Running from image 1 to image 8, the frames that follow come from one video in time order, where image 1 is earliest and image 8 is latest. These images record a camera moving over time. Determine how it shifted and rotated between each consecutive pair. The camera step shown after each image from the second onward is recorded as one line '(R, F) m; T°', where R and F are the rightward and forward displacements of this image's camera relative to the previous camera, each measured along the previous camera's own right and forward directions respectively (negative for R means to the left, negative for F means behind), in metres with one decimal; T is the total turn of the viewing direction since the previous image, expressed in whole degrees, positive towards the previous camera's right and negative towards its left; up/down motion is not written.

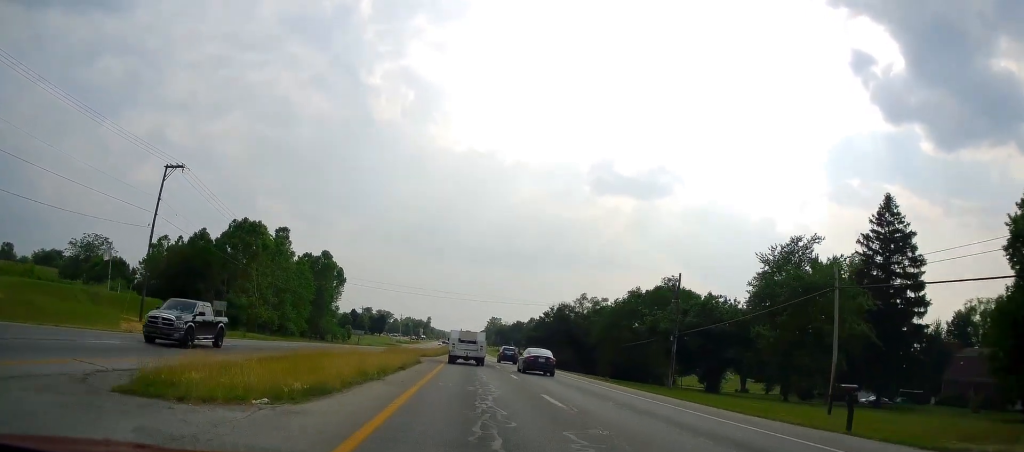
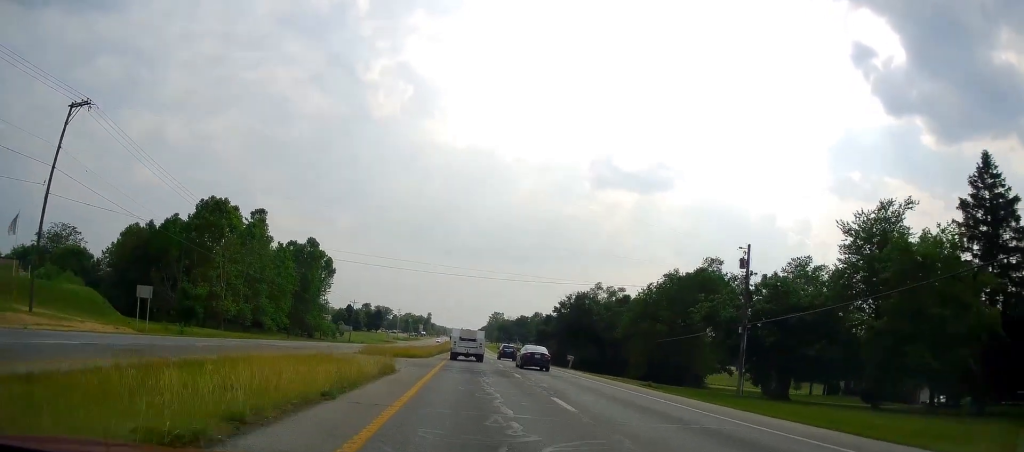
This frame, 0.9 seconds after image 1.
(-0.1, +13.7) m; -1°
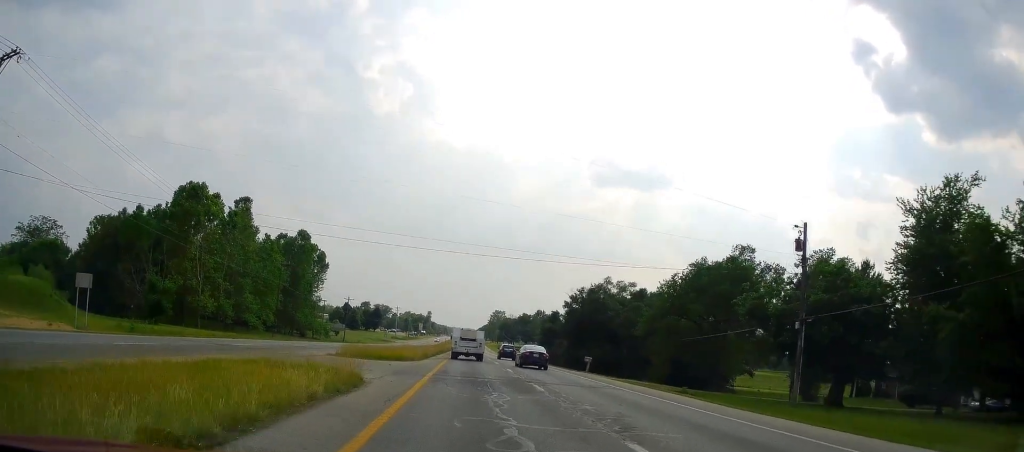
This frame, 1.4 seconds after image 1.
(-0.2, +7.3) m; -1°
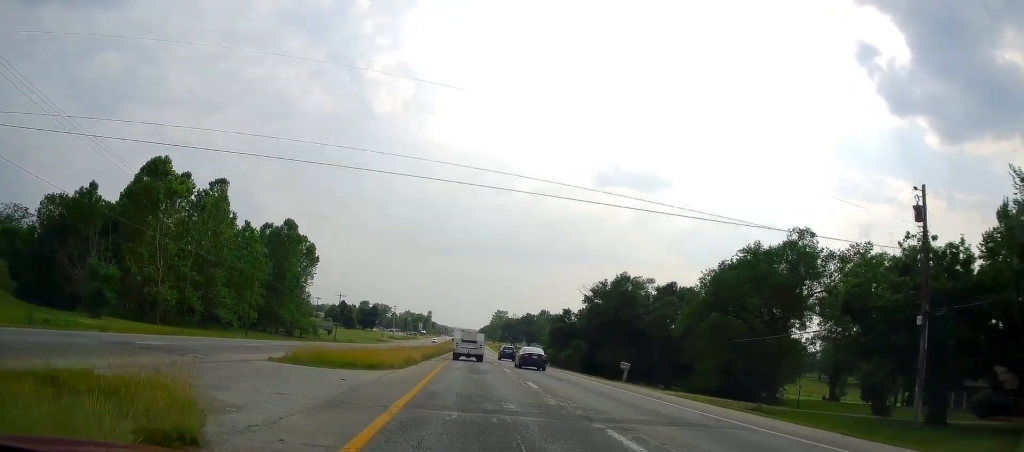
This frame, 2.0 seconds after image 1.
(+0.1, +10.5) m; 0°
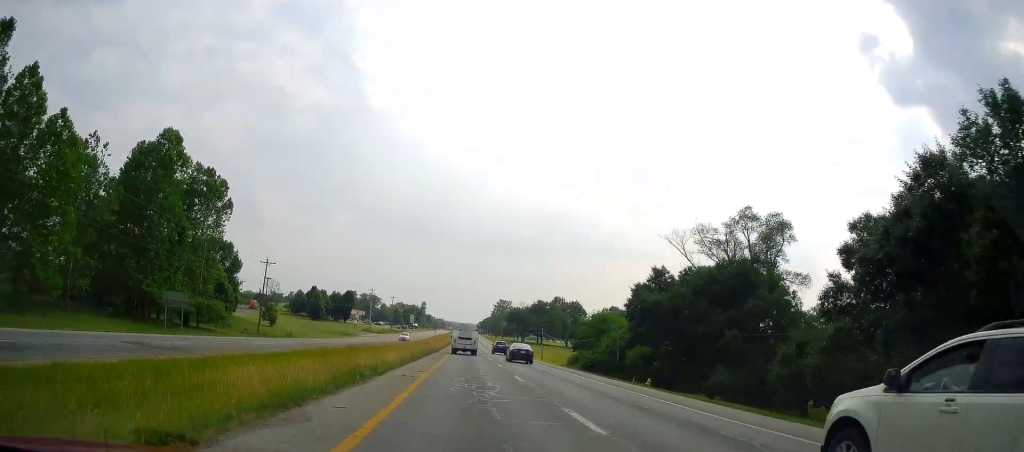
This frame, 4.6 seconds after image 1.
(+1.0, +46.1) m; +3°
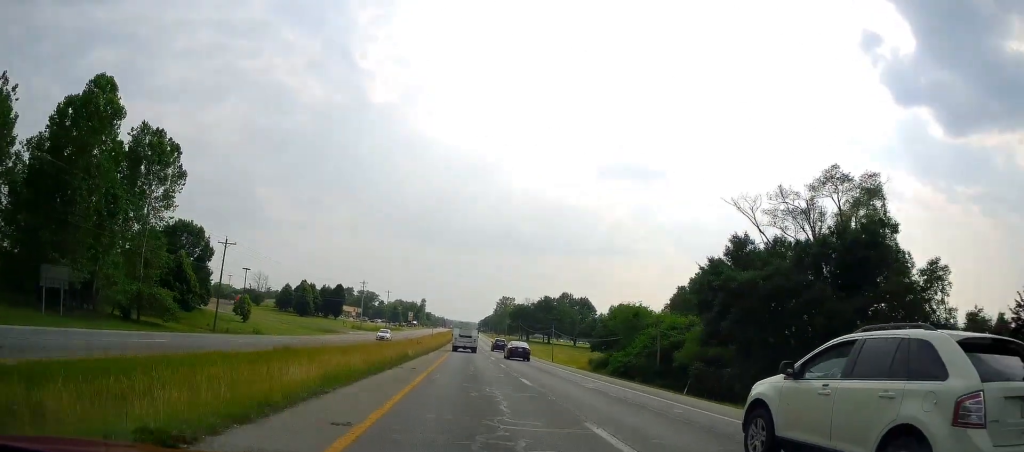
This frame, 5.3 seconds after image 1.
(0.0, +14.9) m; 0°
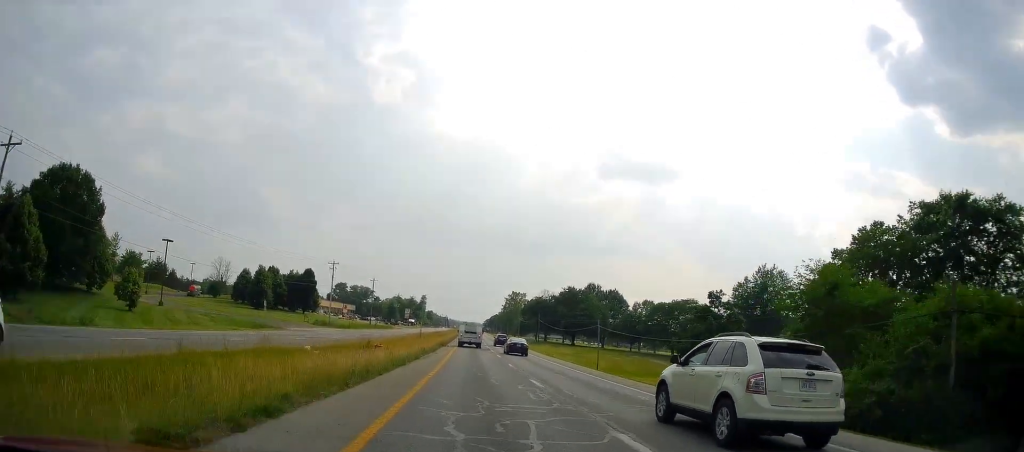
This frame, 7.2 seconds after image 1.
(0.0, +37.7) m; 0°
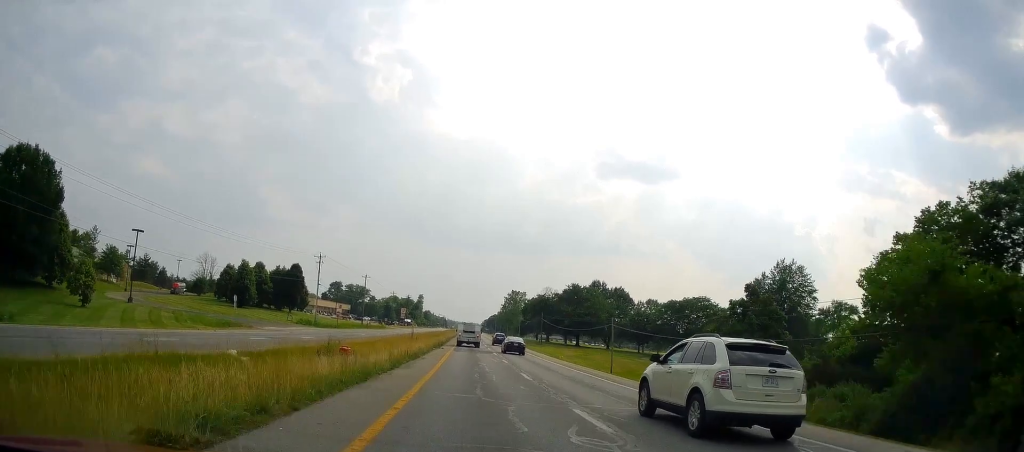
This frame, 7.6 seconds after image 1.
(0.0, +8.8) m; 0°
